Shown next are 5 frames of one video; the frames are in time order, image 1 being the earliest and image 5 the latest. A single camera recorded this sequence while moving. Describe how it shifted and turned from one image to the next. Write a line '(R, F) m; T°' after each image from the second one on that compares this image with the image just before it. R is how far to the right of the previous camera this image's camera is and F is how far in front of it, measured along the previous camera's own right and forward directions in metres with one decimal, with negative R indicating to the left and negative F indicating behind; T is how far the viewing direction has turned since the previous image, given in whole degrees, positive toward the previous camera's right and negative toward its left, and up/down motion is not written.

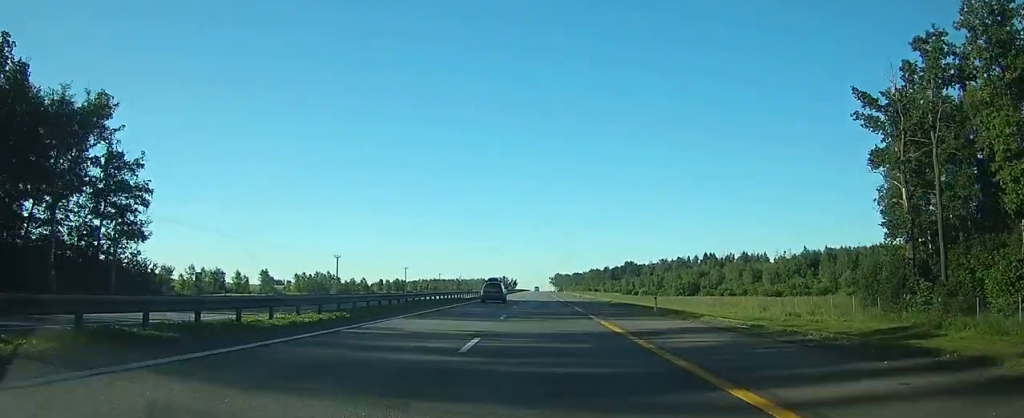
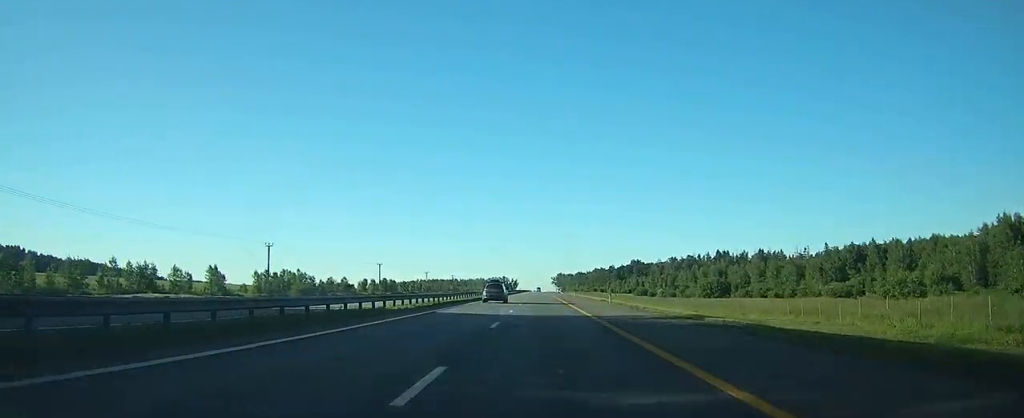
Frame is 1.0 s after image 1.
(-0.1, +29.0) m; 0°
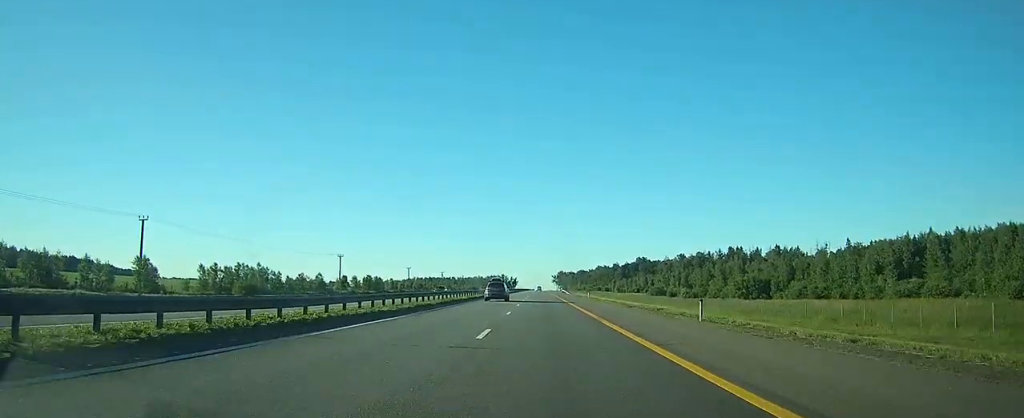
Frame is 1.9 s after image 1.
(+0.1, +28.1) m; 0°
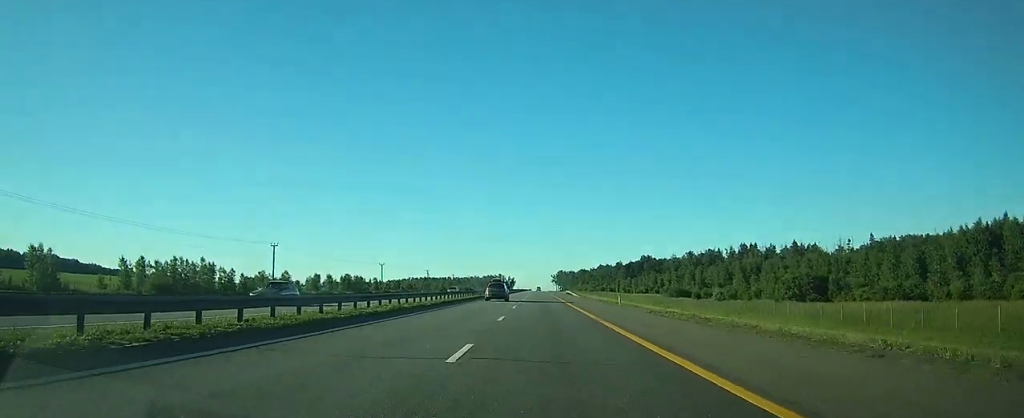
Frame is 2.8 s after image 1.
(0.0, +28.1) m; 0°
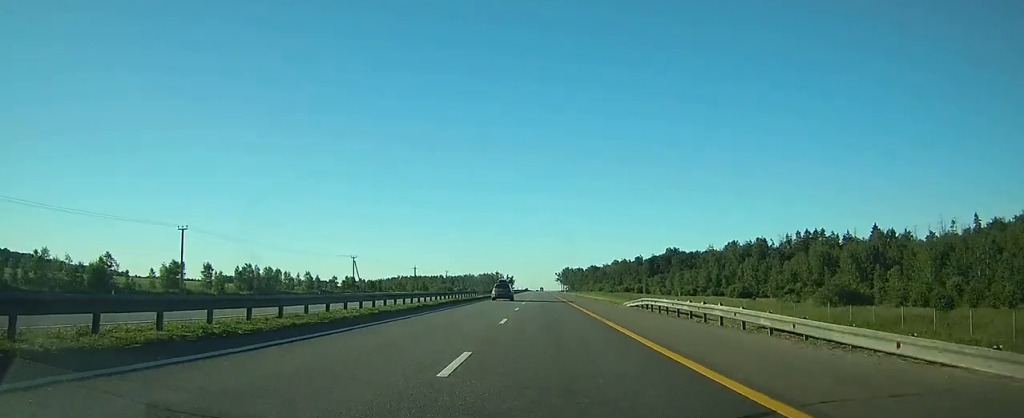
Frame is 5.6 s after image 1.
(+0.3, +84.8) m; 0°
